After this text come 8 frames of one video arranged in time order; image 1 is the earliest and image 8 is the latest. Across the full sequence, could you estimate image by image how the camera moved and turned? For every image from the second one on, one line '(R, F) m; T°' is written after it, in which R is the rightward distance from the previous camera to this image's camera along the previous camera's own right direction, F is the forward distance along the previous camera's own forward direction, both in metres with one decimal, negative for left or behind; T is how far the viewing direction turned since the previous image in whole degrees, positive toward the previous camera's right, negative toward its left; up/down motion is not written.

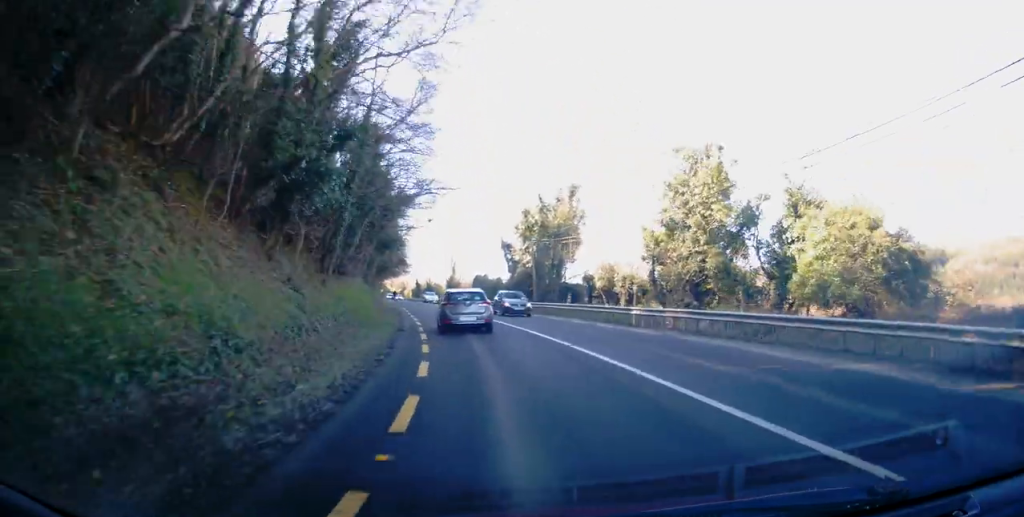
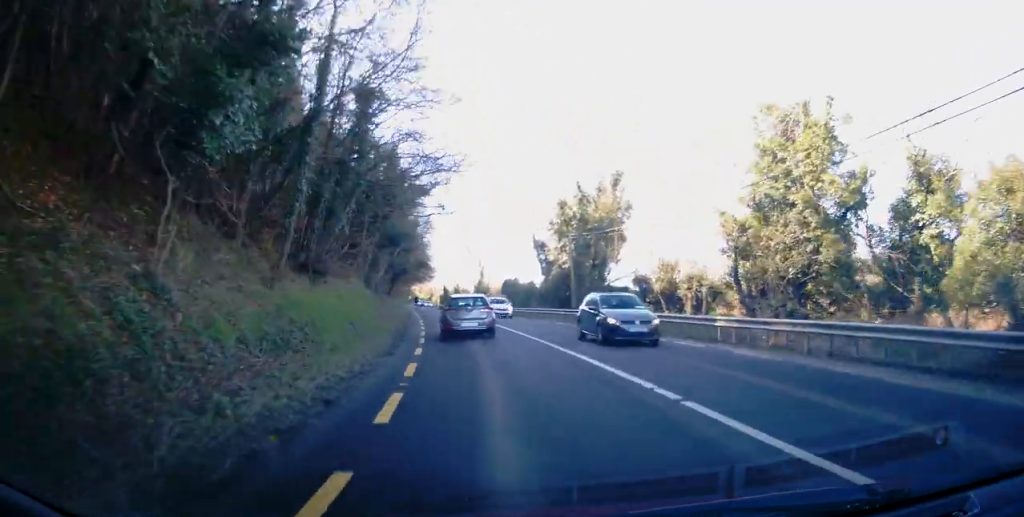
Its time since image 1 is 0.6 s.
(-0.1, +7.0) m; -2°
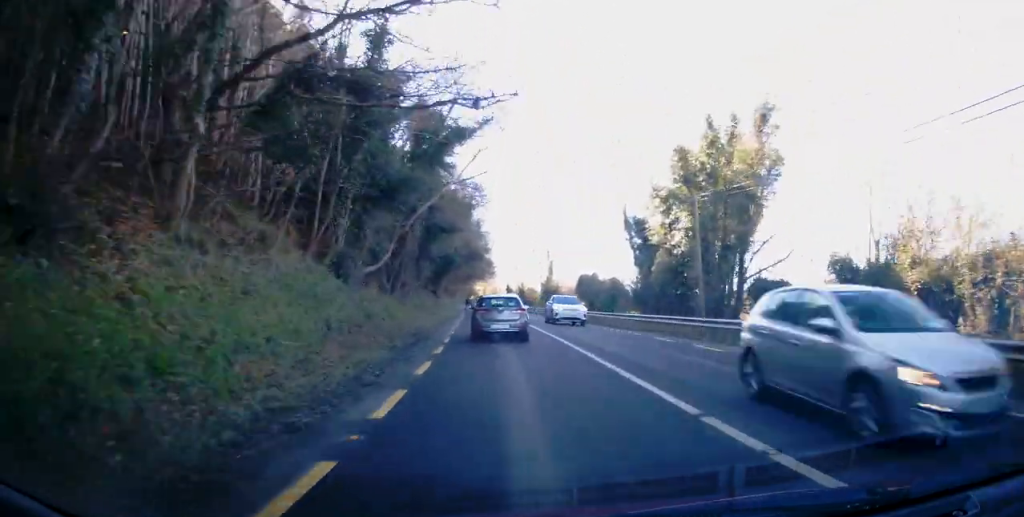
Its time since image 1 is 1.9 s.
(-0.5, +14.9) m; -5°
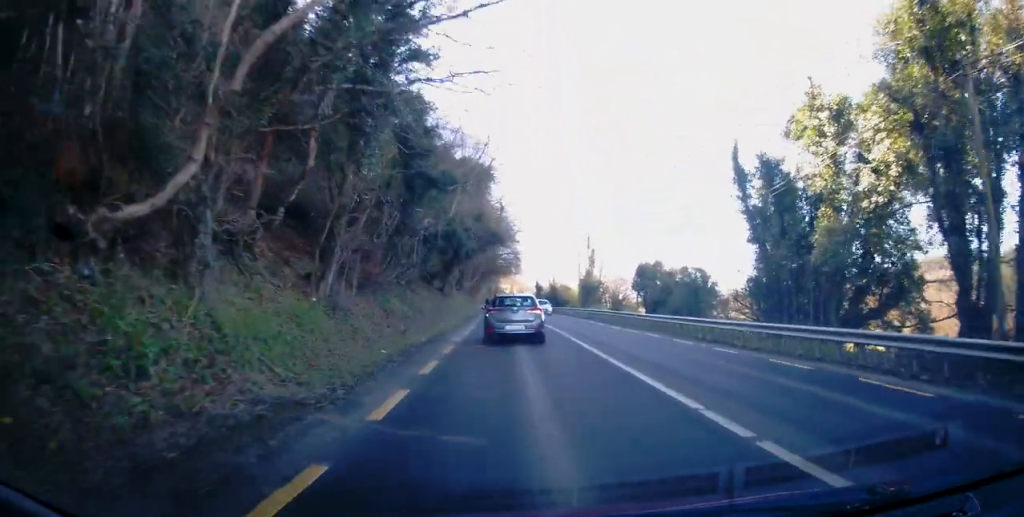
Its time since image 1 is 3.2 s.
(-0.7, +15.6) m; -5°
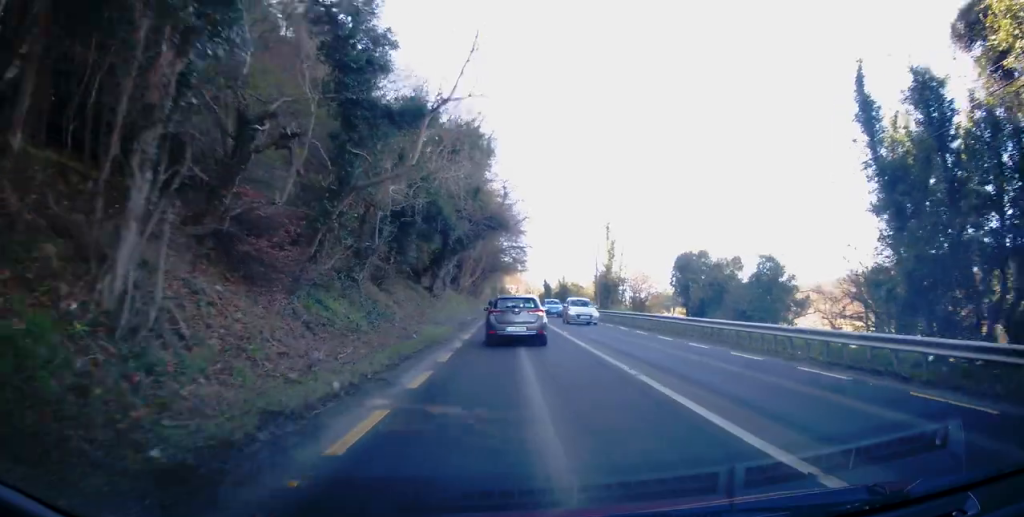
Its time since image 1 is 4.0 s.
(-0.3, +8.8) m; -1°
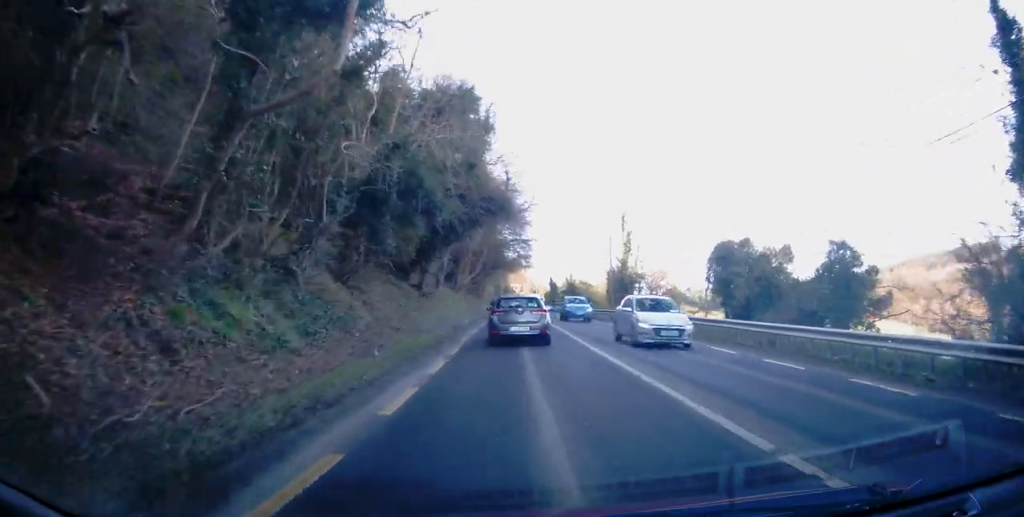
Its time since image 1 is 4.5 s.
(0.0, +5.8) m; 0°
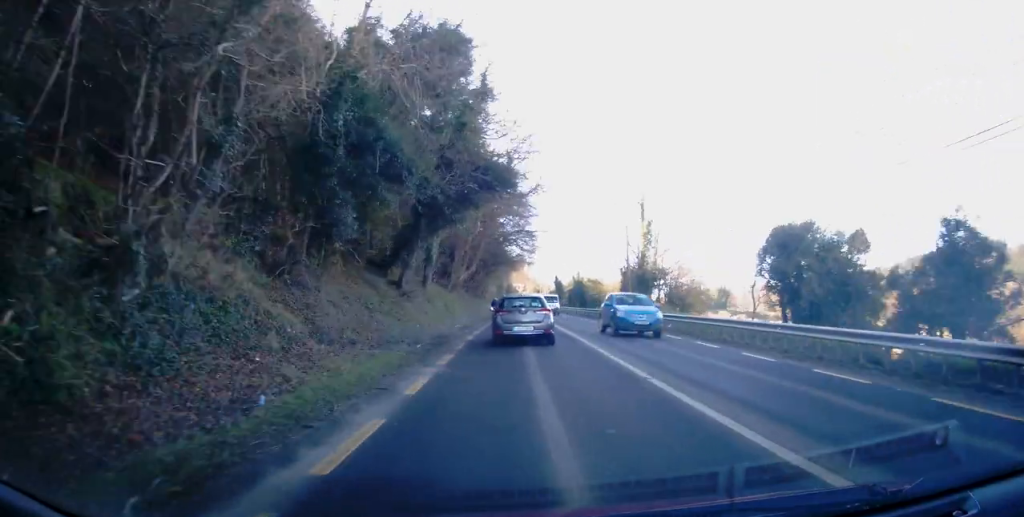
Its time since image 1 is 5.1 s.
(0.0, +6.1) m; +1°
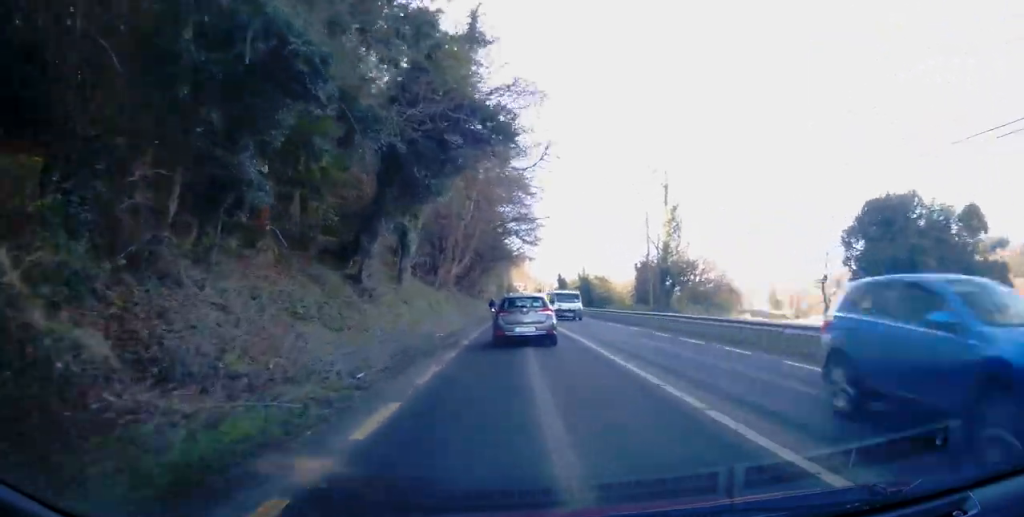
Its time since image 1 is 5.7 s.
(+0.1, +6.5) m; +1°
